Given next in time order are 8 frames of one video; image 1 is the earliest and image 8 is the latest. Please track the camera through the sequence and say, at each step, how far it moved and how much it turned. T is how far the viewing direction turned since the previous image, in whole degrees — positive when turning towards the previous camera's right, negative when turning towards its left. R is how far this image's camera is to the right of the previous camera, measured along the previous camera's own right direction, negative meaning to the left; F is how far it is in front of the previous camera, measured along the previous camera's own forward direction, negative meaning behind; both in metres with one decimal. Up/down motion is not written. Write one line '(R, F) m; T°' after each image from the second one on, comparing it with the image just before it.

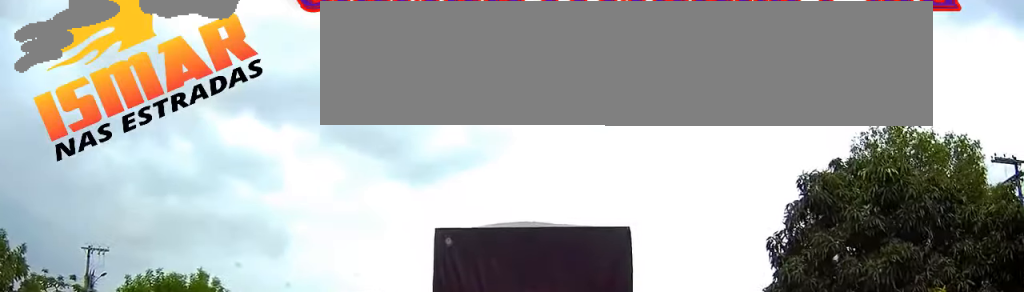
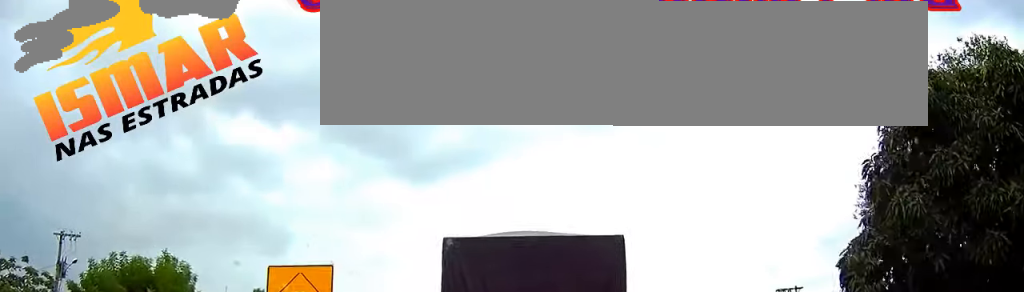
(0.0, +3.2) m; -1°
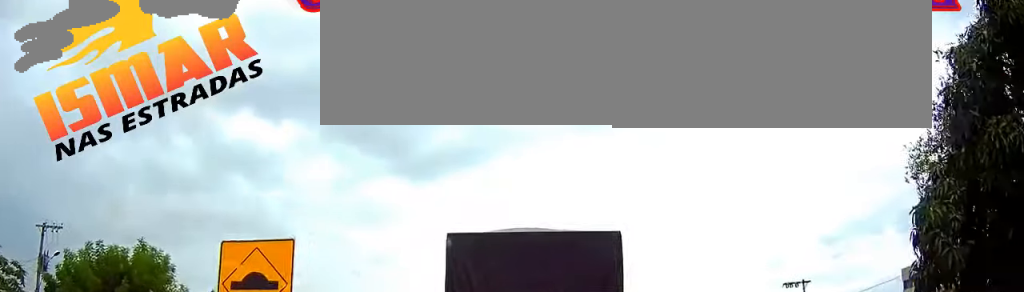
(0.0, +1.7) m; -1°
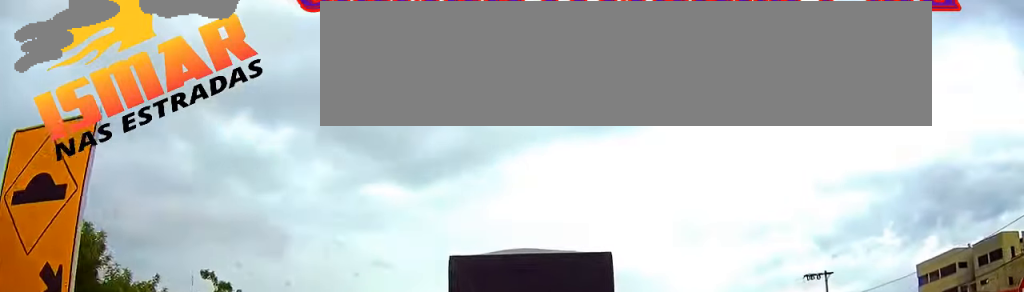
(-0.1, +4.9) m; 0°
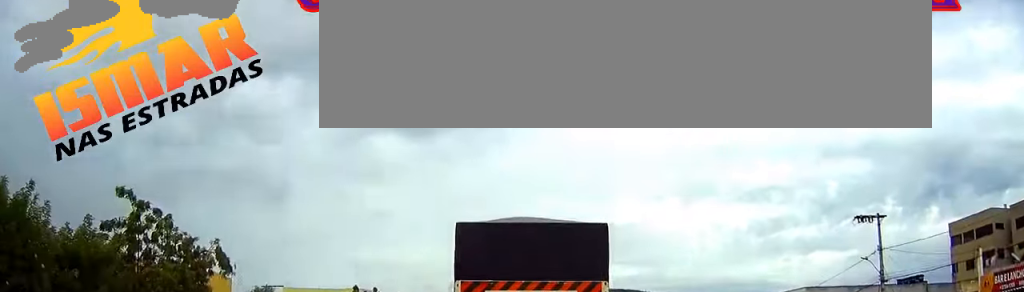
(0.0, +8.3) m; -1°
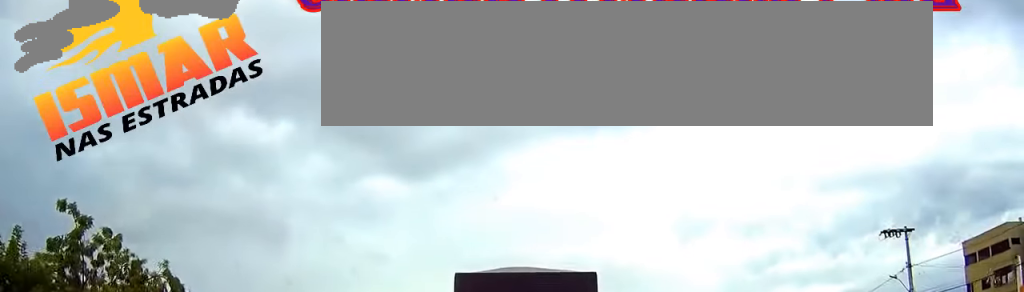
(0.0, +4.3) m; +1°
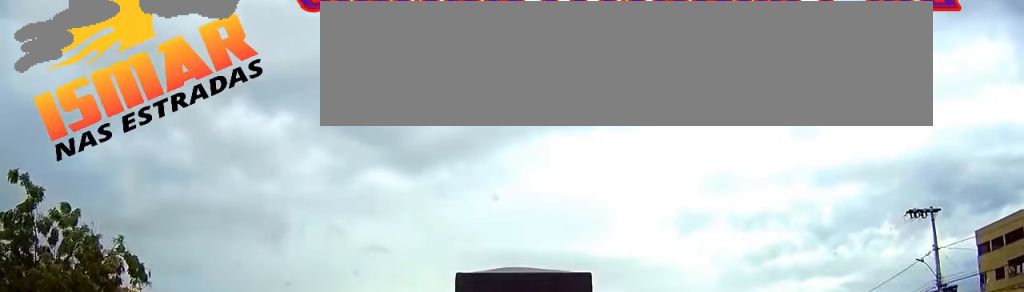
(0.0, +3.1) m; +1°
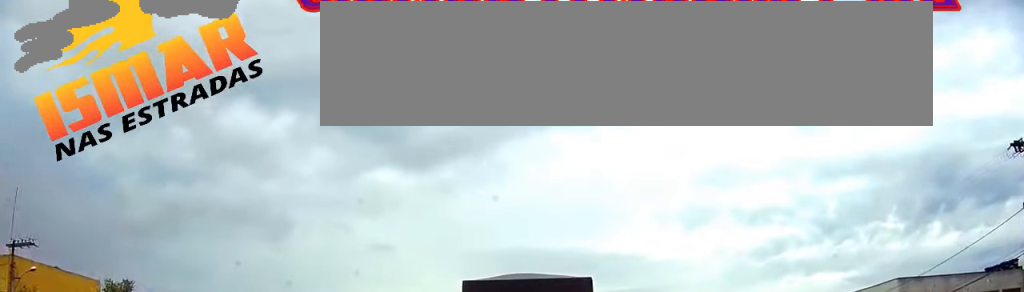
(+0.3, +9.0) m; +2°
